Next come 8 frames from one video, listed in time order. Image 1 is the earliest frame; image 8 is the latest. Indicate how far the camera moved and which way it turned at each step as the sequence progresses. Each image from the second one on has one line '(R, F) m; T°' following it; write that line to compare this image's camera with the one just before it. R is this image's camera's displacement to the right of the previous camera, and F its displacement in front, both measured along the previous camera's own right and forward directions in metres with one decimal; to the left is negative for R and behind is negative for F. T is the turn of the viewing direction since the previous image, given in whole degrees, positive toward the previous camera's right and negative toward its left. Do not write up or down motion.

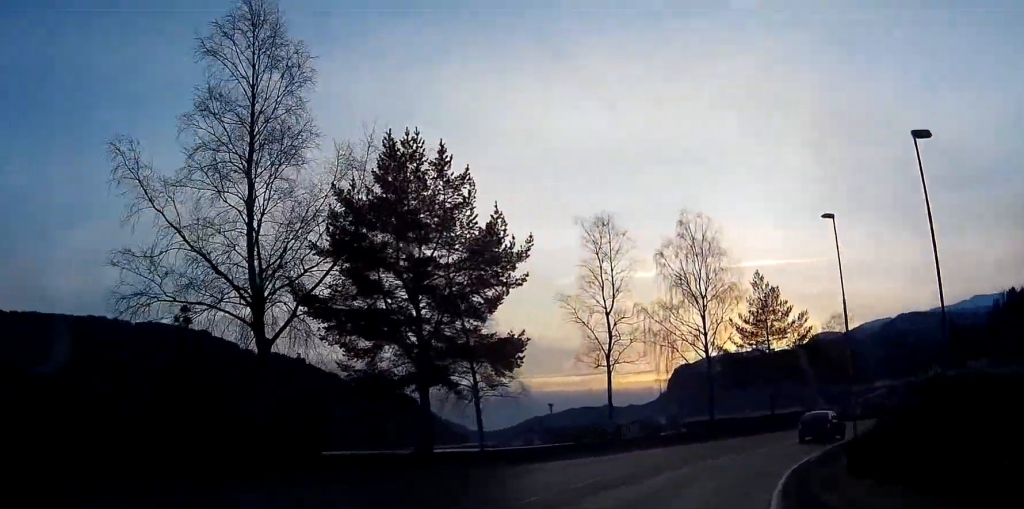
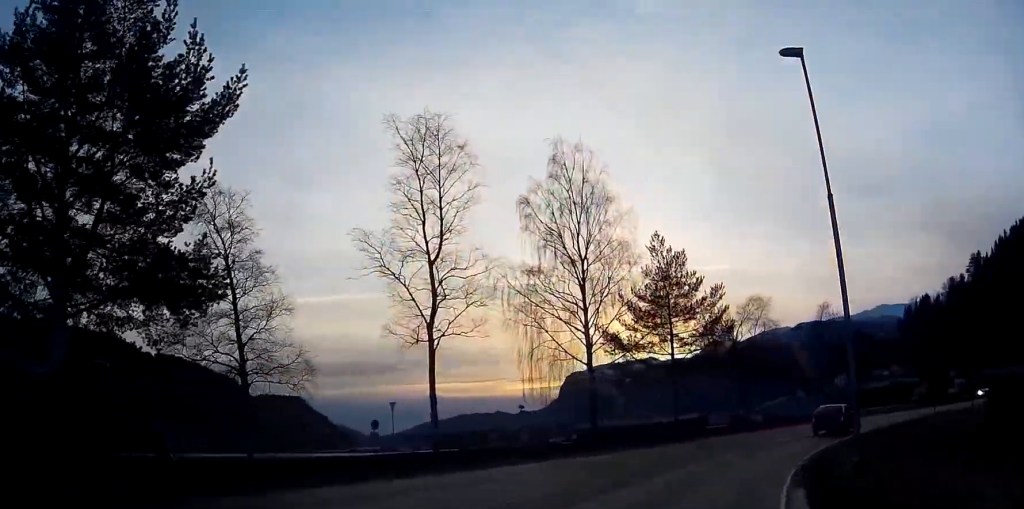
(+0.7, +14.2) m; +7°
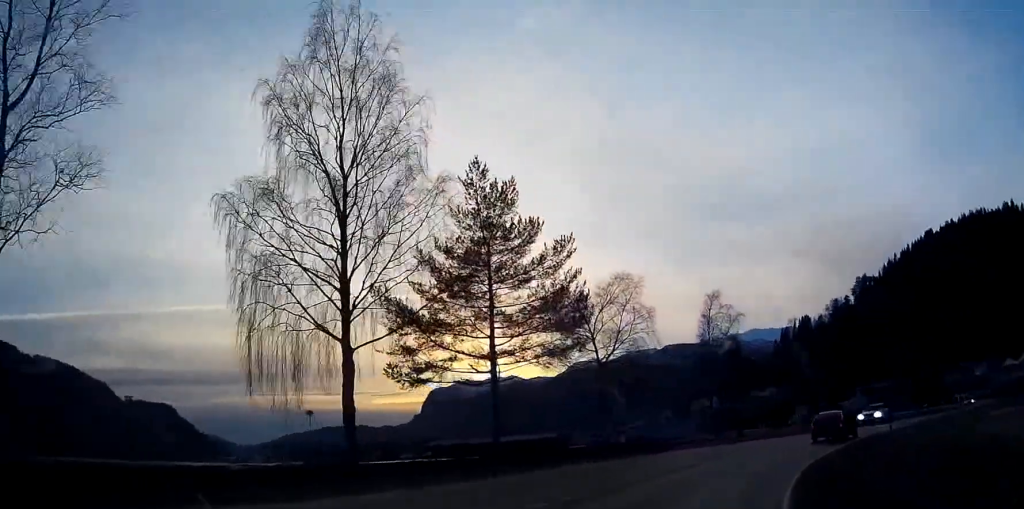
(+1.2, +15.7) m; +11°
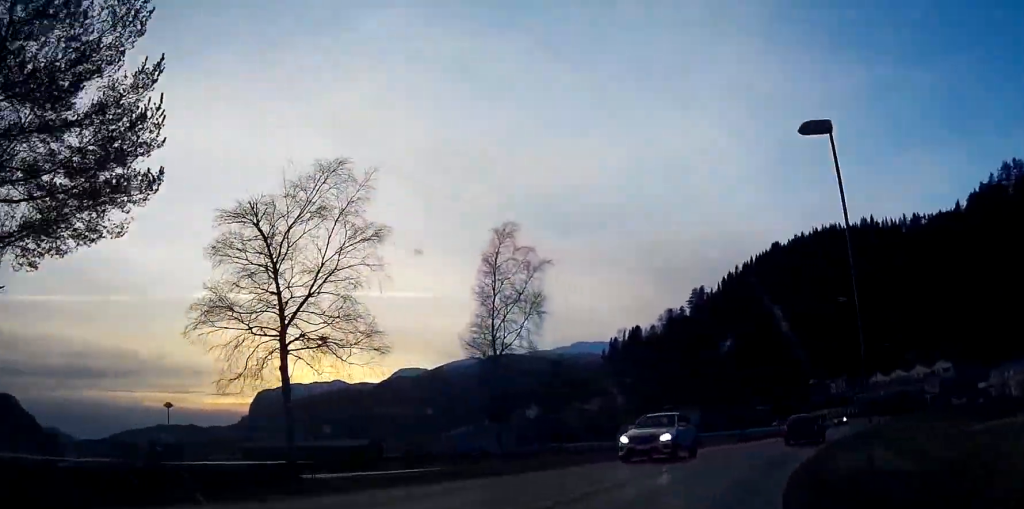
(+2.5, +19.4) m; +14°
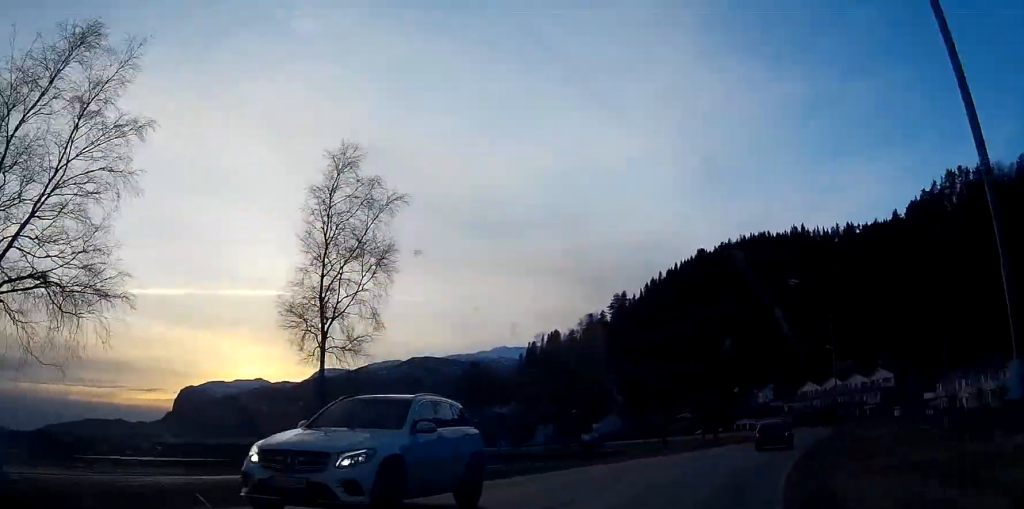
(+0.6, +9.7) m; +6°
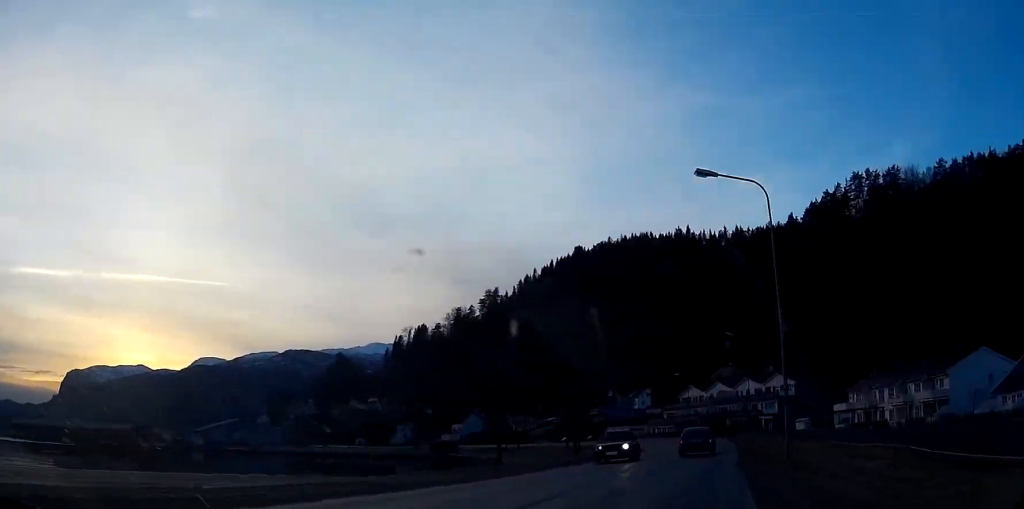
(+1.8, +18.7) m; +9°
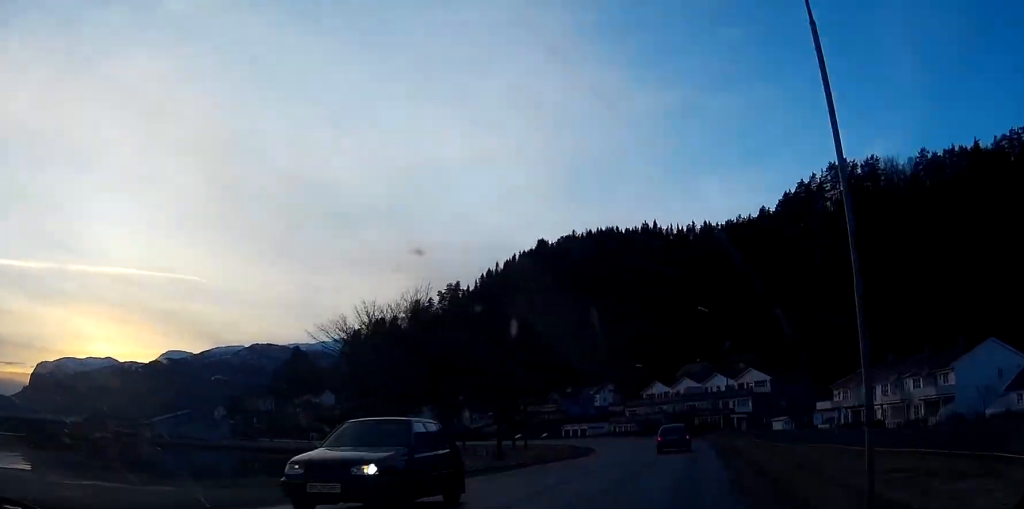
(+0.5, +12.7) m; +3°
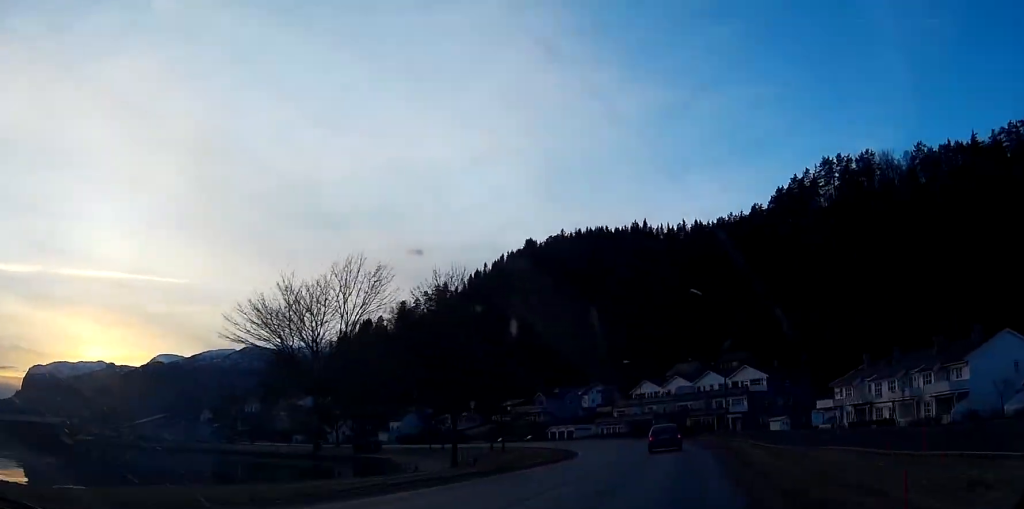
(+0.1, +6.6) m; +1°
